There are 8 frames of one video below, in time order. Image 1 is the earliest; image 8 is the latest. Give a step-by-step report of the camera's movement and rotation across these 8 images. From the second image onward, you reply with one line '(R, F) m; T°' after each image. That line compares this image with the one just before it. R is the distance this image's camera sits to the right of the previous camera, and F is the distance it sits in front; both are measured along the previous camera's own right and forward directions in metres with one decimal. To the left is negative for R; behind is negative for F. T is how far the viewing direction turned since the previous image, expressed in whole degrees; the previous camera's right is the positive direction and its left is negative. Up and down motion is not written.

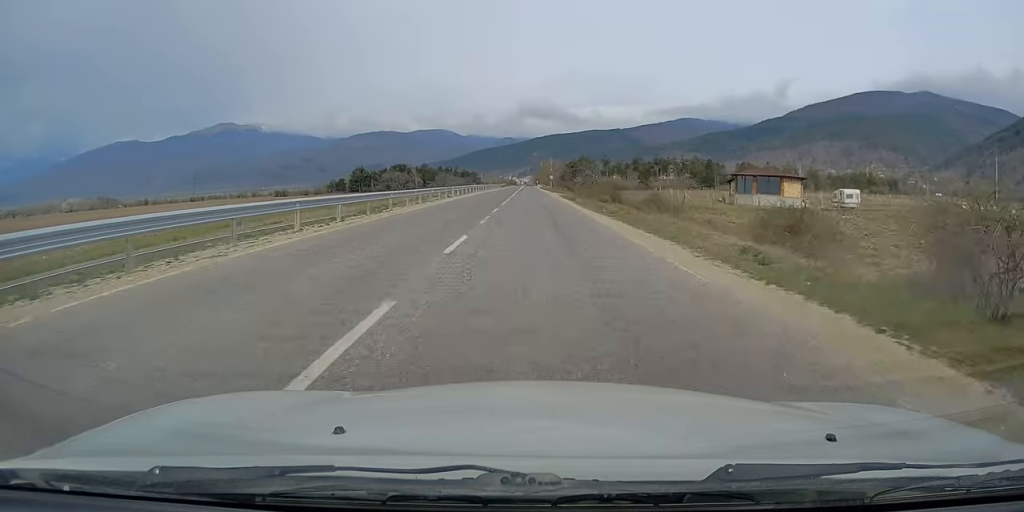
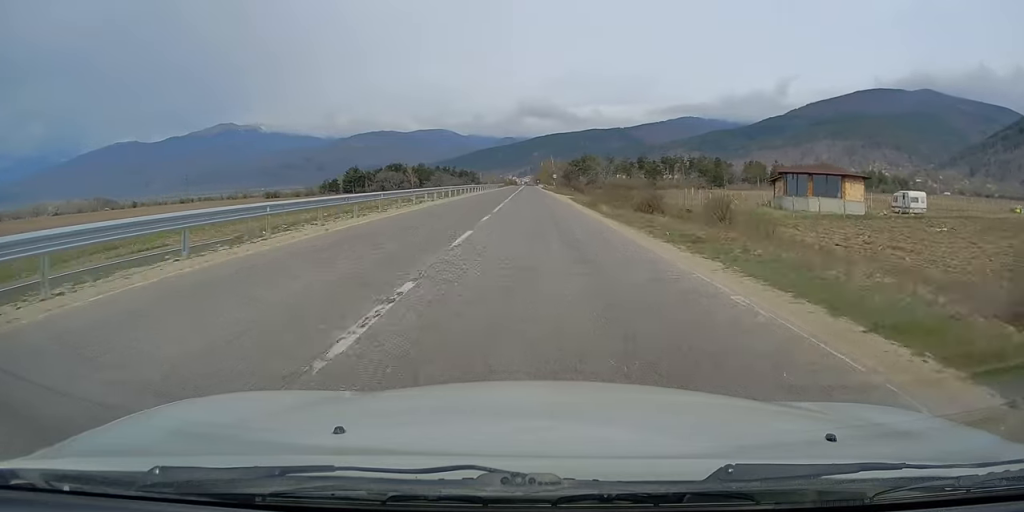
(0.0, +14.1) m; 0°
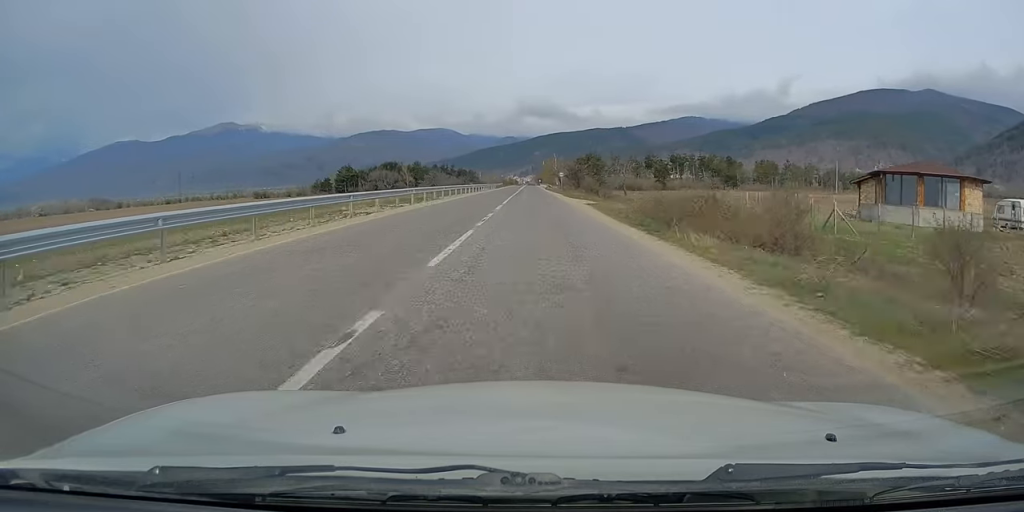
(0.0, +16.9) m; 0°
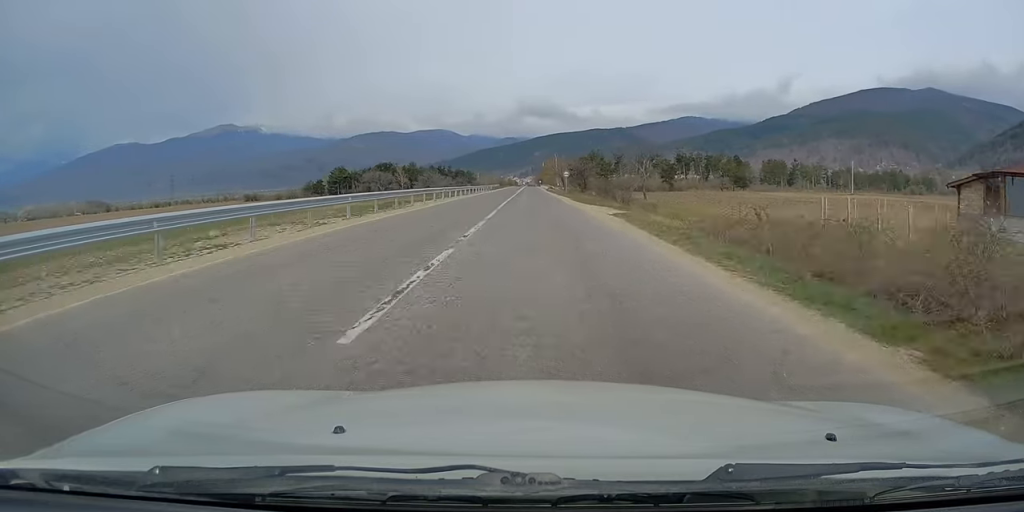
(0.0, +12.2) m; 0°
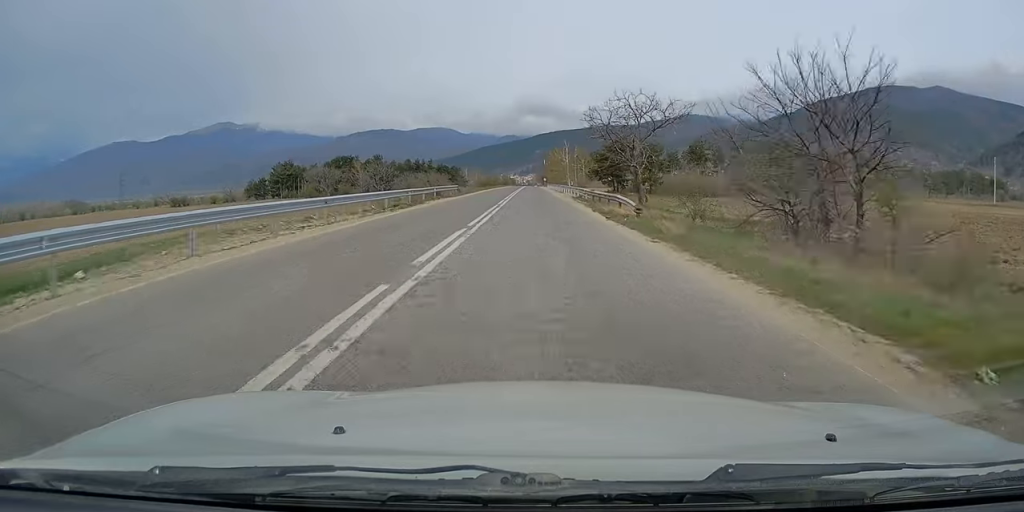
(0.0, +74.9) m; +1°
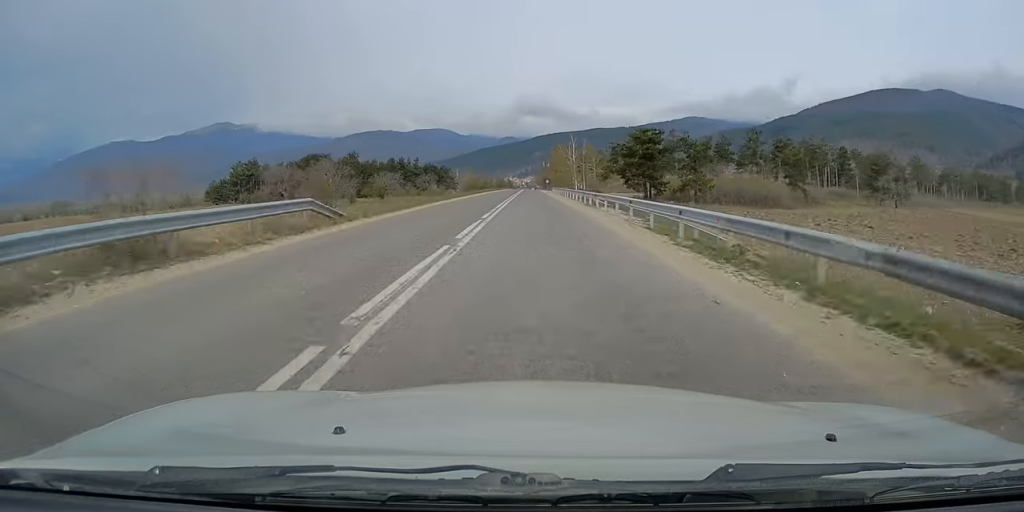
(-0.1, +34.5) m; -1°
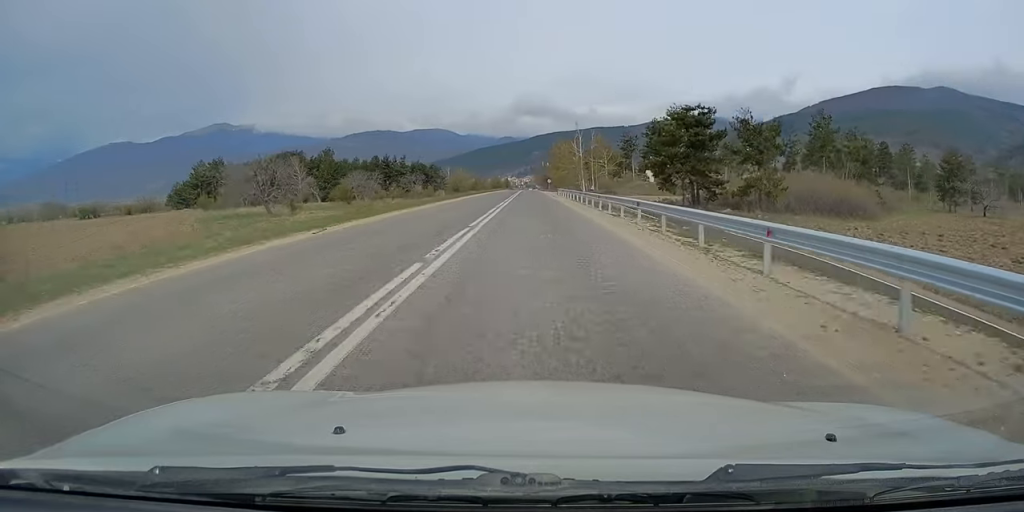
(-0.1, +26.1) m; 0°
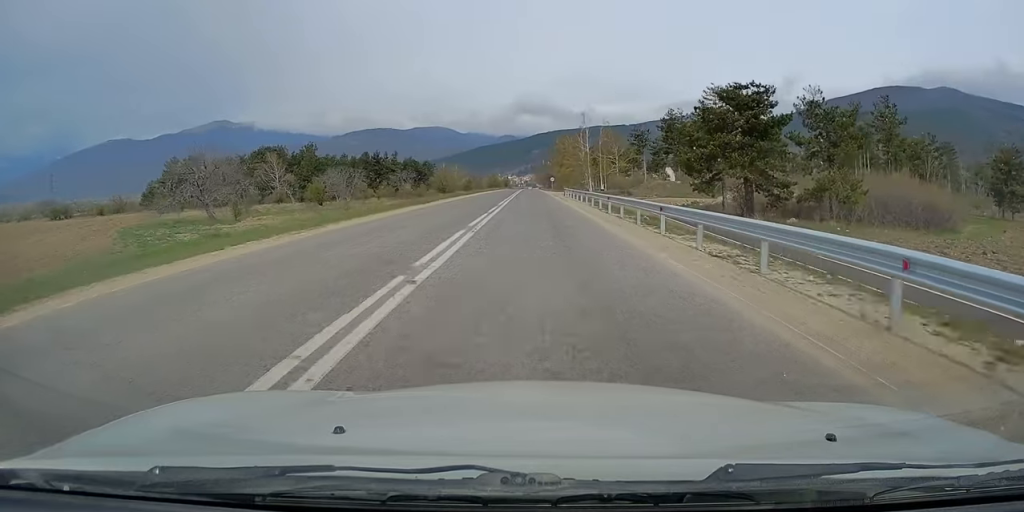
(-0.1, +15.8) m; 0°
